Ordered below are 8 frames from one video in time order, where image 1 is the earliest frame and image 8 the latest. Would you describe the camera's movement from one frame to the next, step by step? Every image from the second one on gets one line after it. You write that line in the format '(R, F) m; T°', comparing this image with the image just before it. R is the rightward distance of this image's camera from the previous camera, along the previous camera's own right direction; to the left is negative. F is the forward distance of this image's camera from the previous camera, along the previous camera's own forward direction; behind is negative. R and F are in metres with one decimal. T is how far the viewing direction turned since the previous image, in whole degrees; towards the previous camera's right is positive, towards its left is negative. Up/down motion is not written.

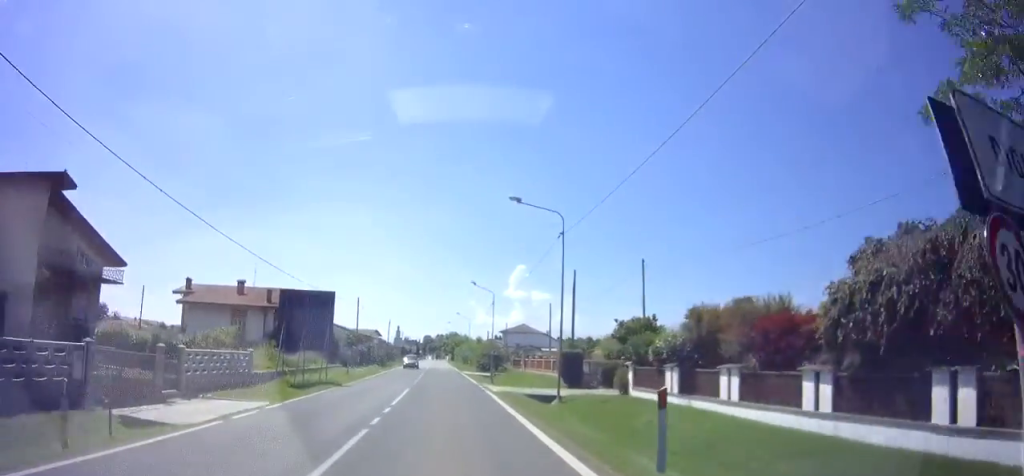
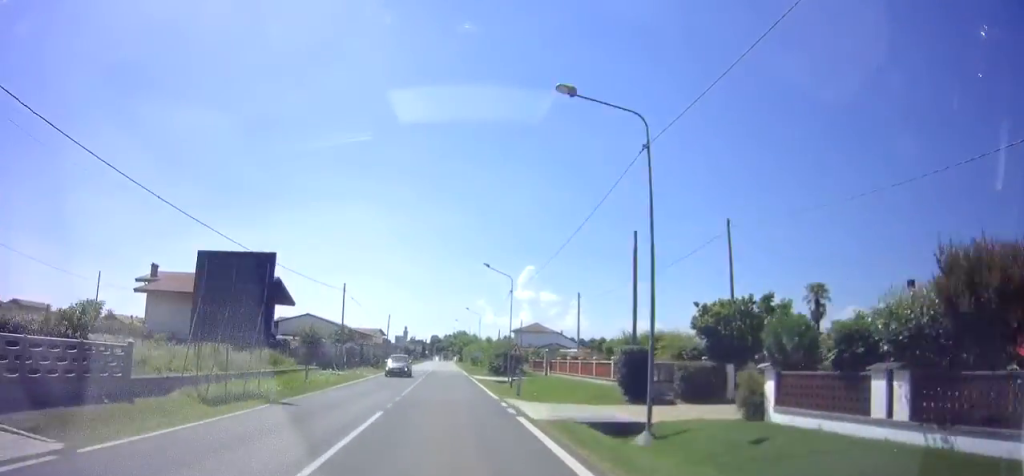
(0.0, +9.9) m; 0°
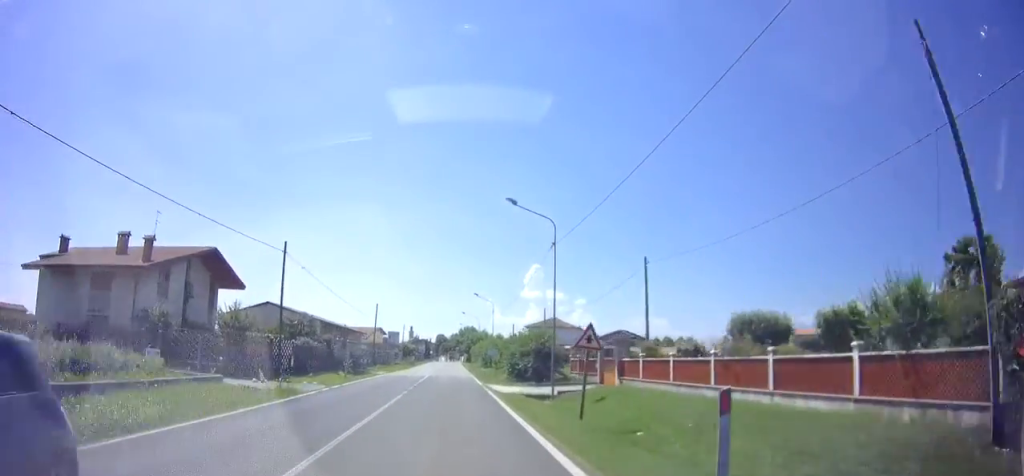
(0.0, +16.5) m; 0°
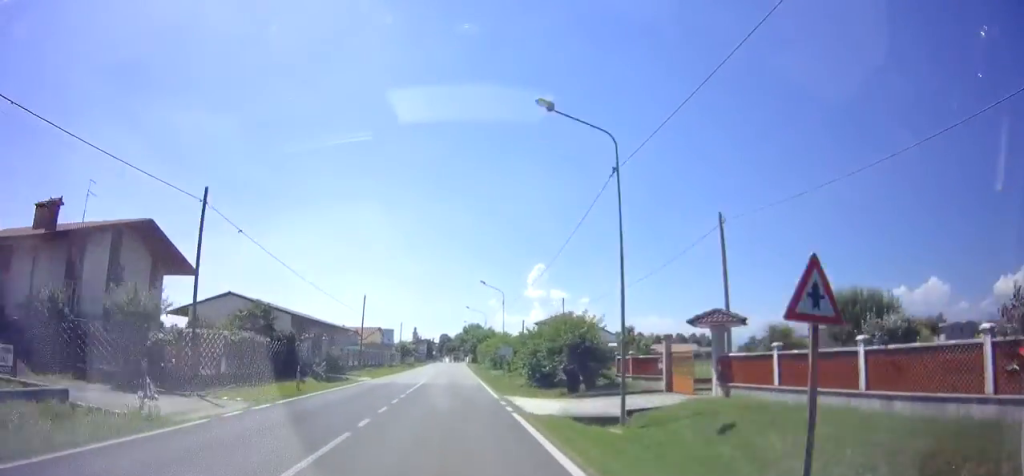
(0.0, +9.4) m; -1°
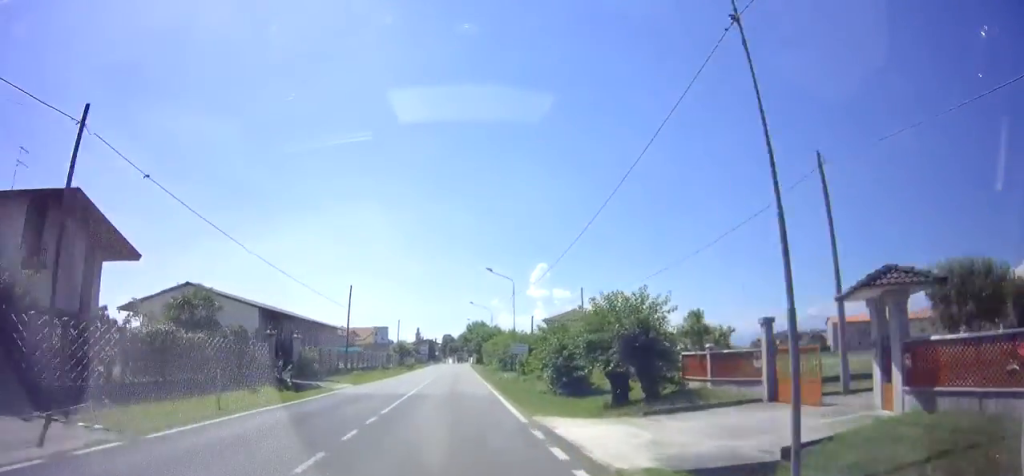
(0.0, +7.1) m; 0°
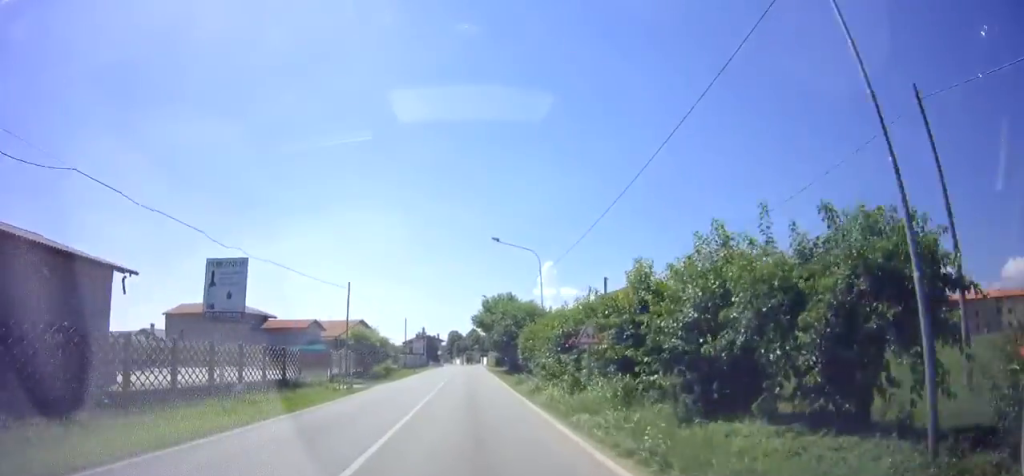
(+0.1, +37.3) m; +1°
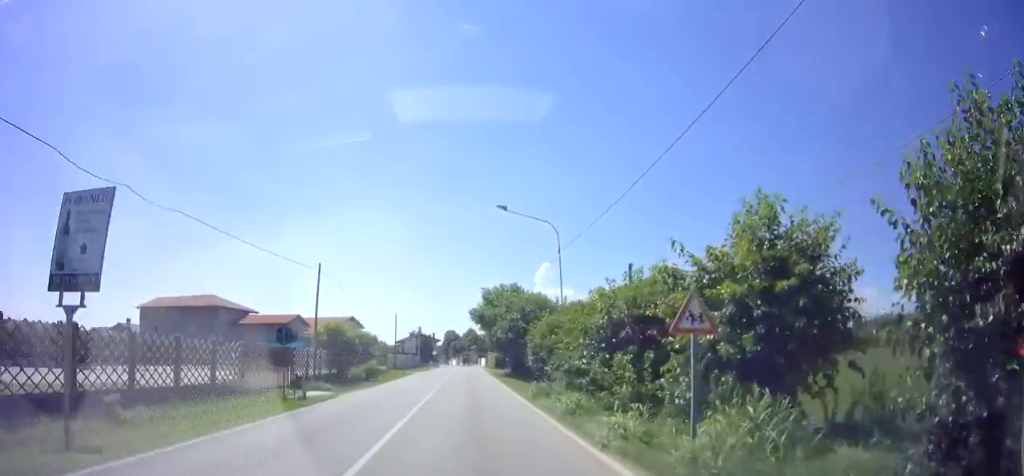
(+0.1, +7.1) m; -1°
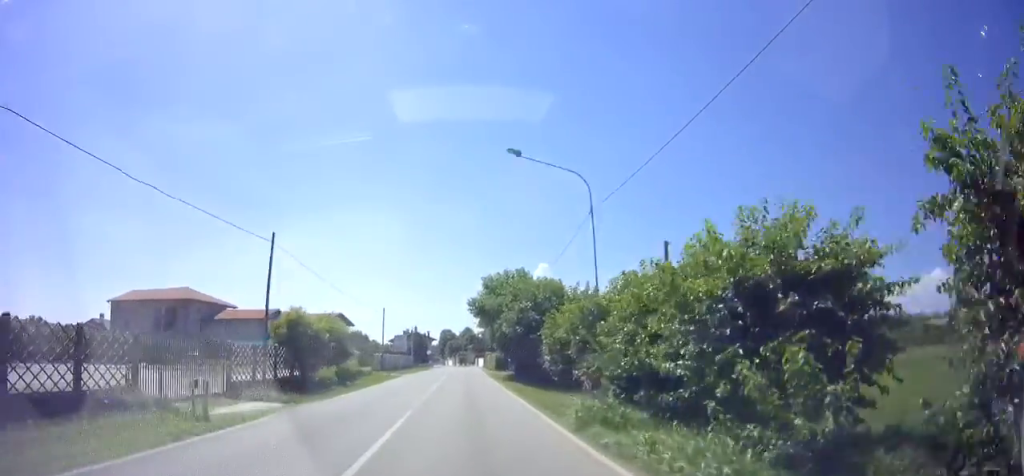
(-0.1, +7.1) m; 0°
